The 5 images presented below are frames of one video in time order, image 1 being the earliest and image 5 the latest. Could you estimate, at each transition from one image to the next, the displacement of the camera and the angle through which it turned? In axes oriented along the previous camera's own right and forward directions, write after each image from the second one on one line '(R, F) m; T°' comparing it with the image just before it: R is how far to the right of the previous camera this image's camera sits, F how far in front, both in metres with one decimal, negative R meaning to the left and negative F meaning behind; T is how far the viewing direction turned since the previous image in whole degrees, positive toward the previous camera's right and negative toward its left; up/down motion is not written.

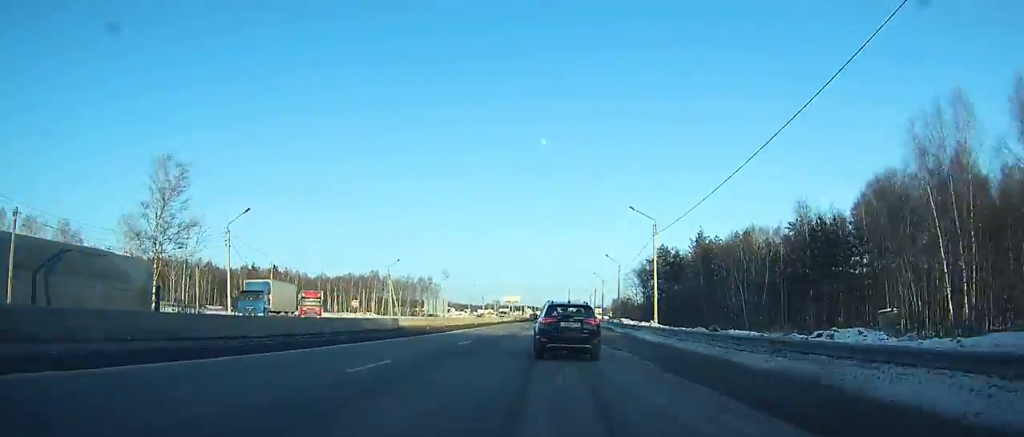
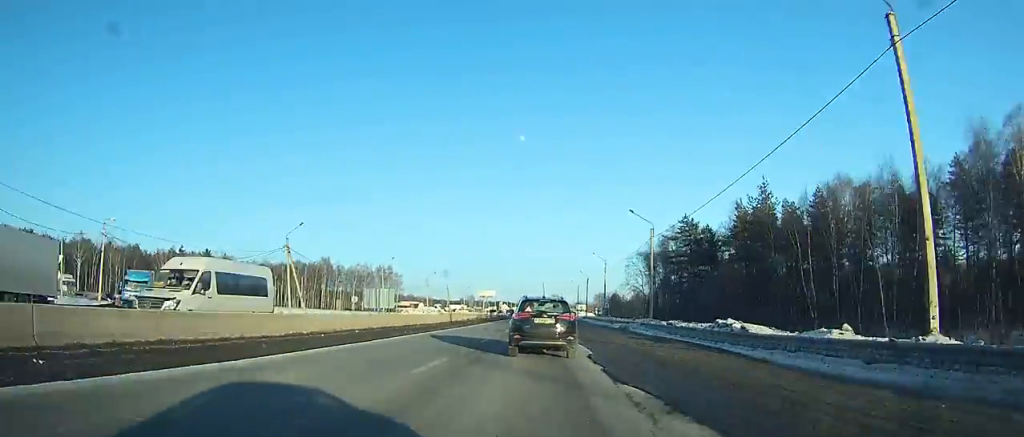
(+1.0, +29.9) m; +3°
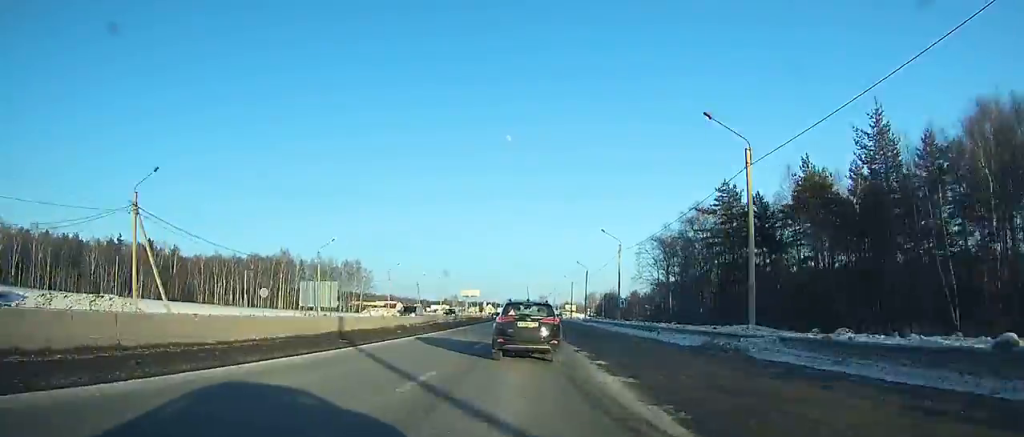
(+0.3, +22.5) m; +1°
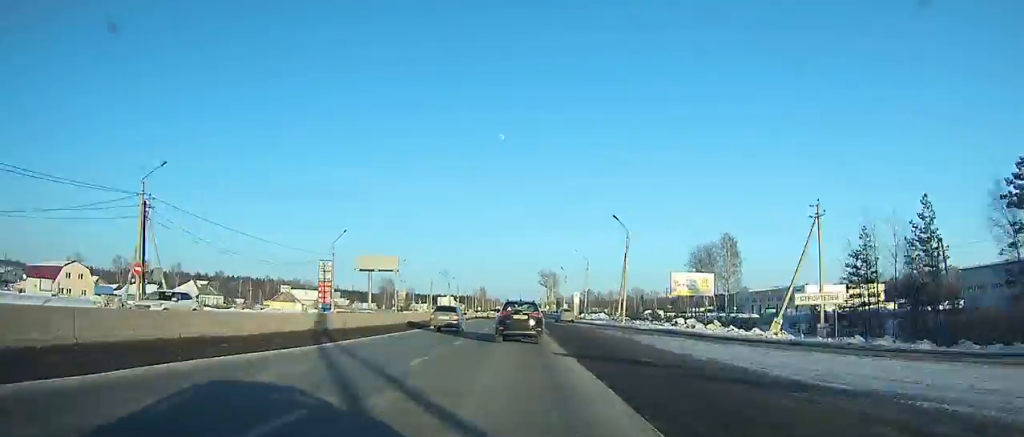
(+4.9, +273.5) m; +1°
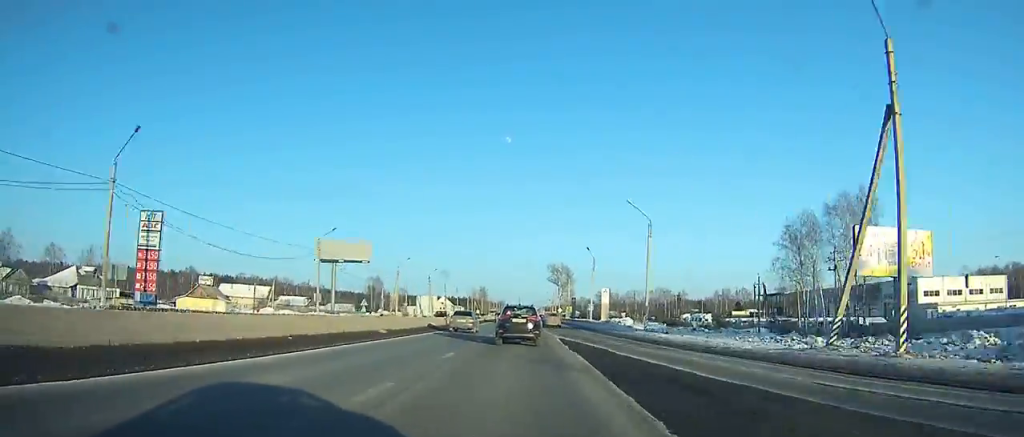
(0.0, +46.8) m; 0°
